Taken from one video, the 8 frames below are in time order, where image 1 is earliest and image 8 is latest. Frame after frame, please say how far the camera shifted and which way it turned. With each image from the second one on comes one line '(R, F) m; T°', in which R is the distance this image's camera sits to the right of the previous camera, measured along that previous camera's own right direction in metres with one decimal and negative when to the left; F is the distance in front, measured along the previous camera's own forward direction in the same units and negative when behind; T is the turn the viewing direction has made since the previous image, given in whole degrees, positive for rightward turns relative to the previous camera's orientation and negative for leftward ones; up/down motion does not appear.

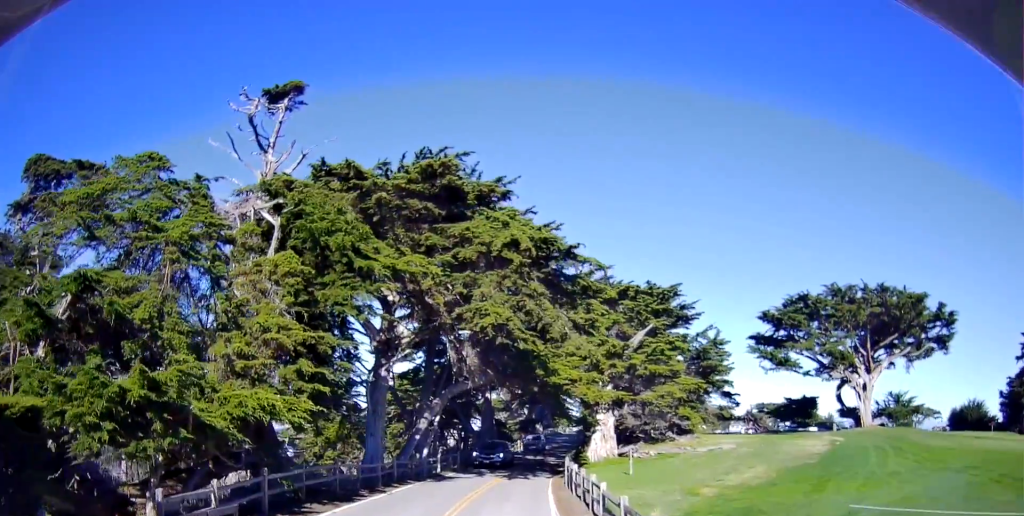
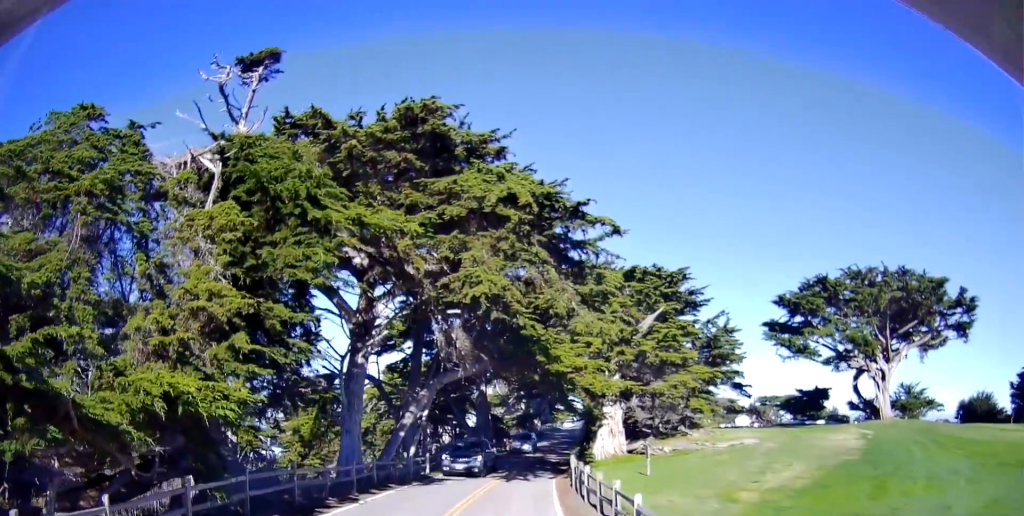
(0.0, +5.0) m; 0°
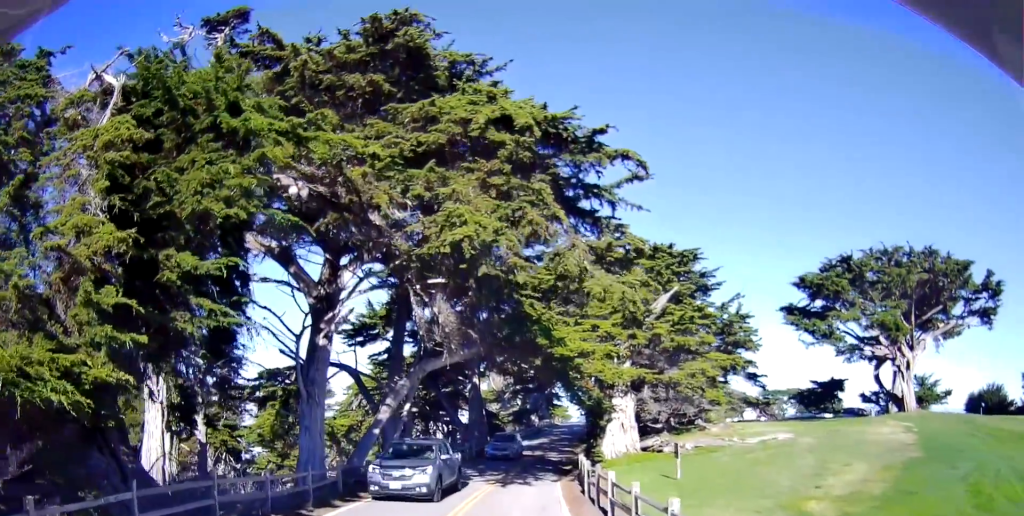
(0.0, +6.3) m; 0°
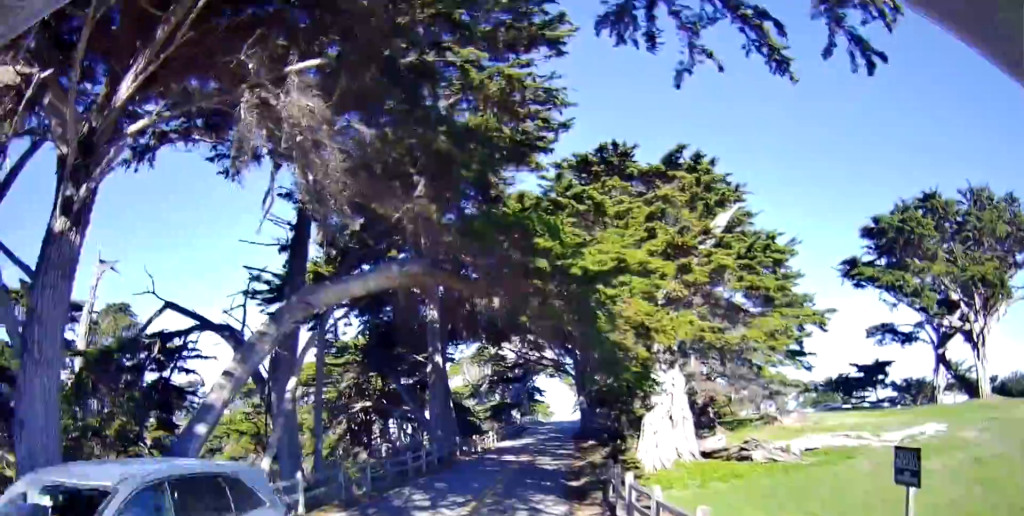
(0.0, +19.3) m; 0°
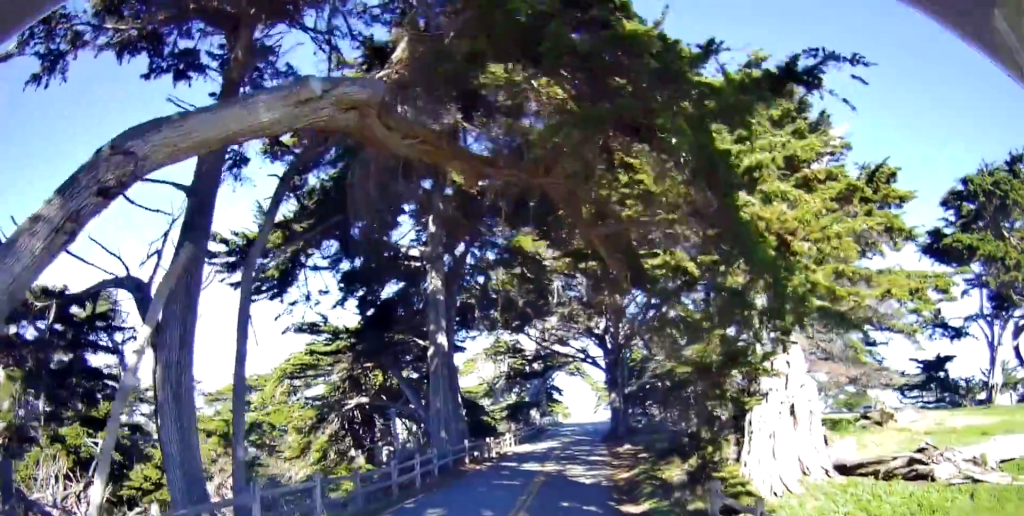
(0.0, +11.0) m; 0°
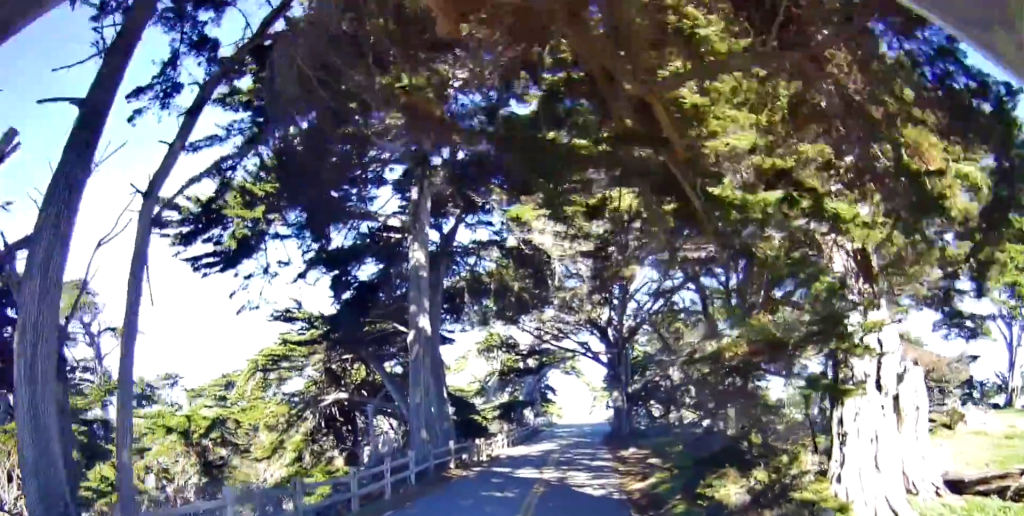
(0.0, +4.5) m; -1°
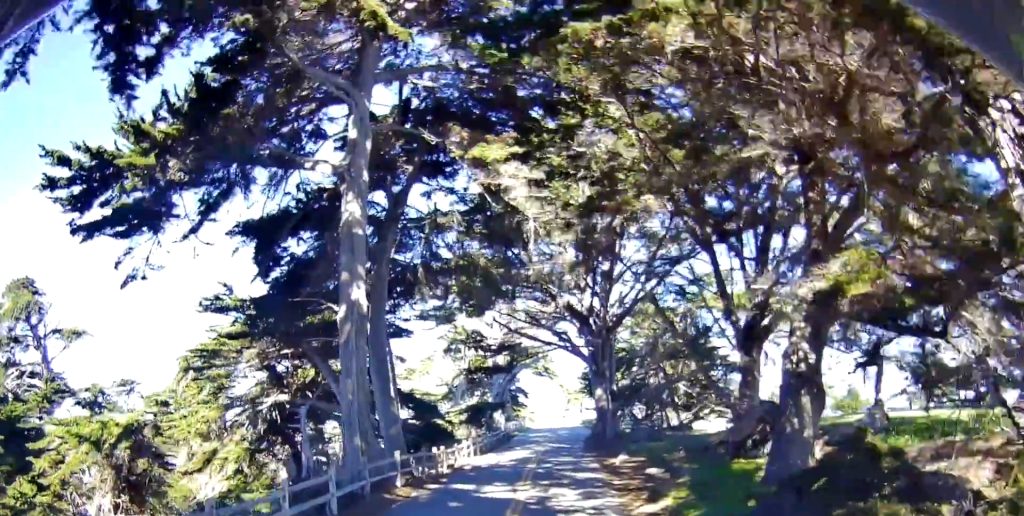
(0.0, +4.6) m; -2°
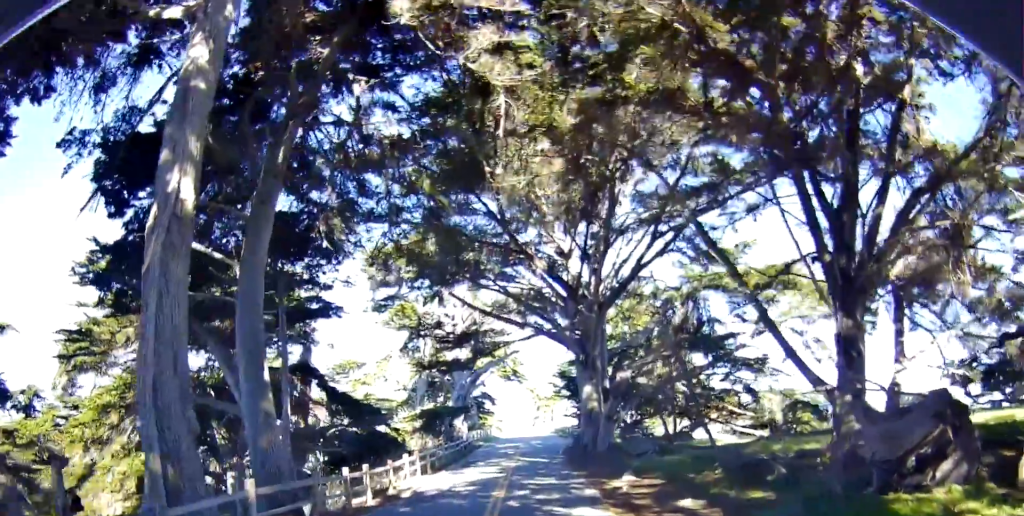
(-0.2, +7.4) m; +1°
